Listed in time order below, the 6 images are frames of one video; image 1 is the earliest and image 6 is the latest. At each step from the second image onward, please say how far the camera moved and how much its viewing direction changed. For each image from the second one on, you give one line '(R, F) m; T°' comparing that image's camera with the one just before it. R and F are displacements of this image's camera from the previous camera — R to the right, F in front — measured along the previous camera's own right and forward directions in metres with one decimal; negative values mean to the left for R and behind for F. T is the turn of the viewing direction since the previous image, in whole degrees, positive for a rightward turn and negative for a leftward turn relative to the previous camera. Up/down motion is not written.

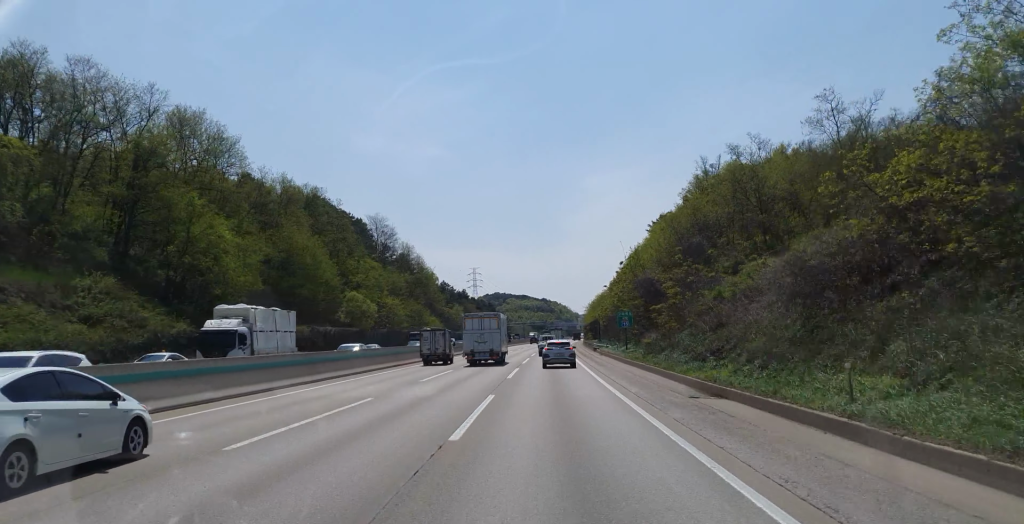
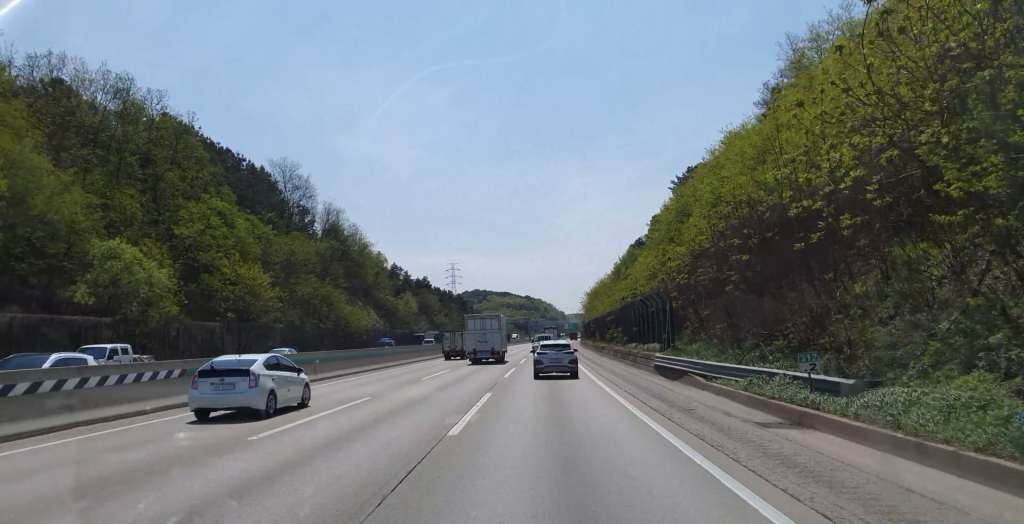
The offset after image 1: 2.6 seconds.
(+1.7, +58.9) m; +2°
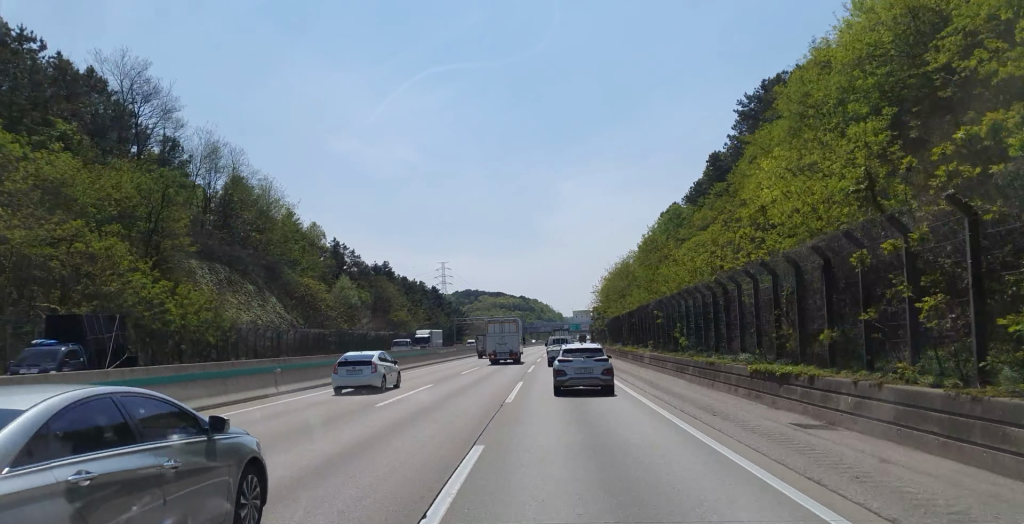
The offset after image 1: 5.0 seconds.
(-0.1, +51.9) m; 0°
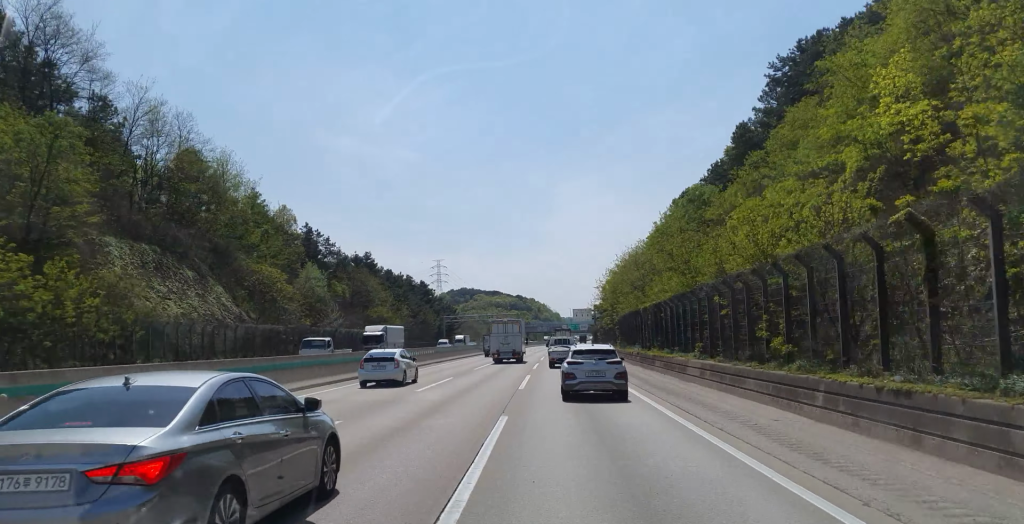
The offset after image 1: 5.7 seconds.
(0.0, +14.7) m; 0°
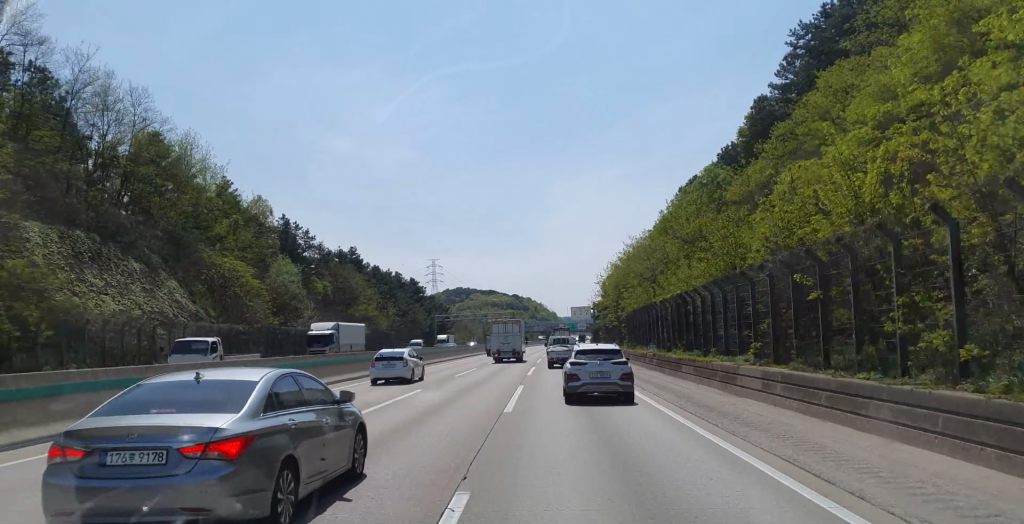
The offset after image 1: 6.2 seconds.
(0.0, +9.0) m; 0°
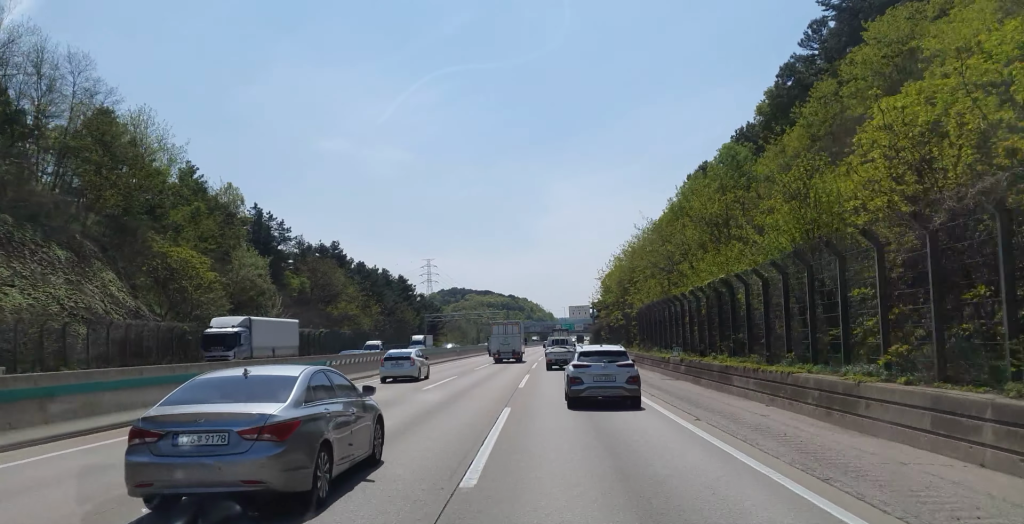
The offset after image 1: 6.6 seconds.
(-0.1, +9.5) m; 0°
